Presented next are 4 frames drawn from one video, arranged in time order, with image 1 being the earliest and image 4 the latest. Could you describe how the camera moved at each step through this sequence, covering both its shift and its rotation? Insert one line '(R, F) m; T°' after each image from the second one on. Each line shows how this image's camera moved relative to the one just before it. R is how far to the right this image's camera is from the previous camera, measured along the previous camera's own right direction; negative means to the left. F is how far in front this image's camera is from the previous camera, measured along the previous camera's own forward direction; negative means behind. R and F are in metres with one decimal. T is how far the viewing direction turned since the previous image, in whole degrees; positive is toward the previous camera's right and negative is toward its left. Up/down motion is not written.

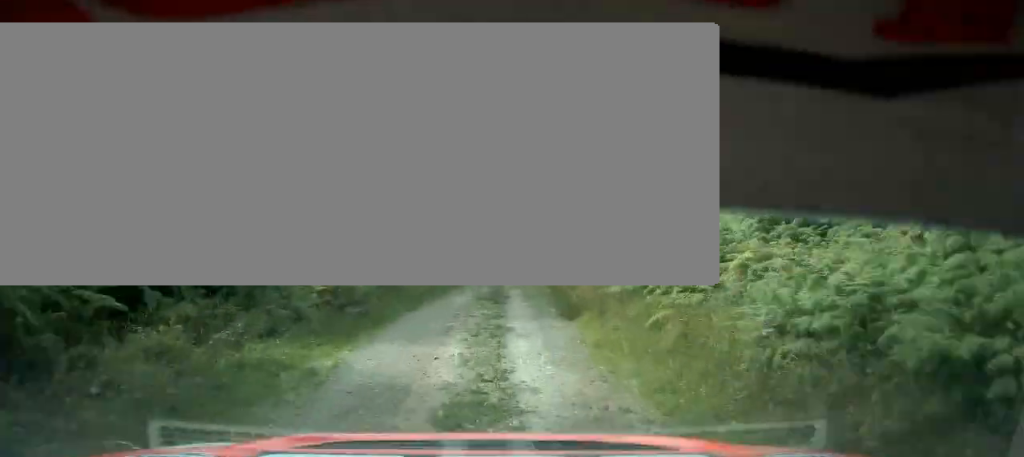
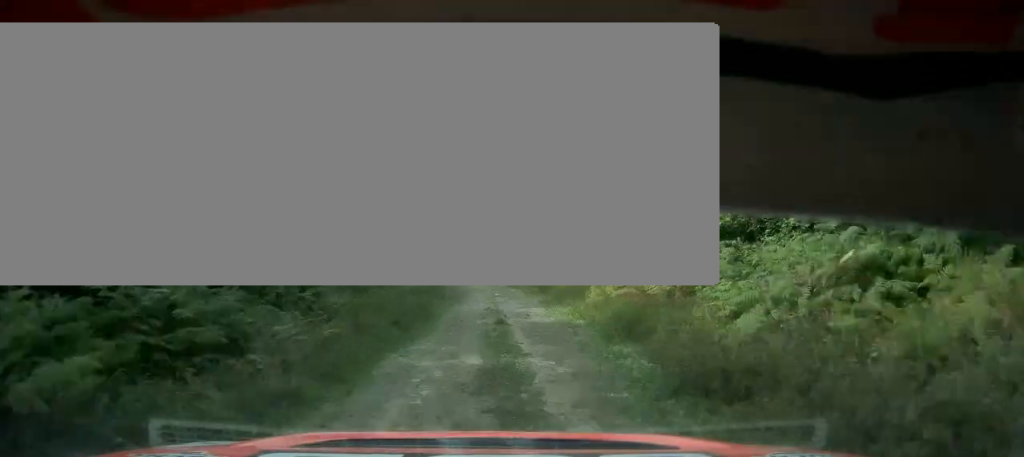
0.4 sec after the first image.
(+1.0, +13.2) m; -5°
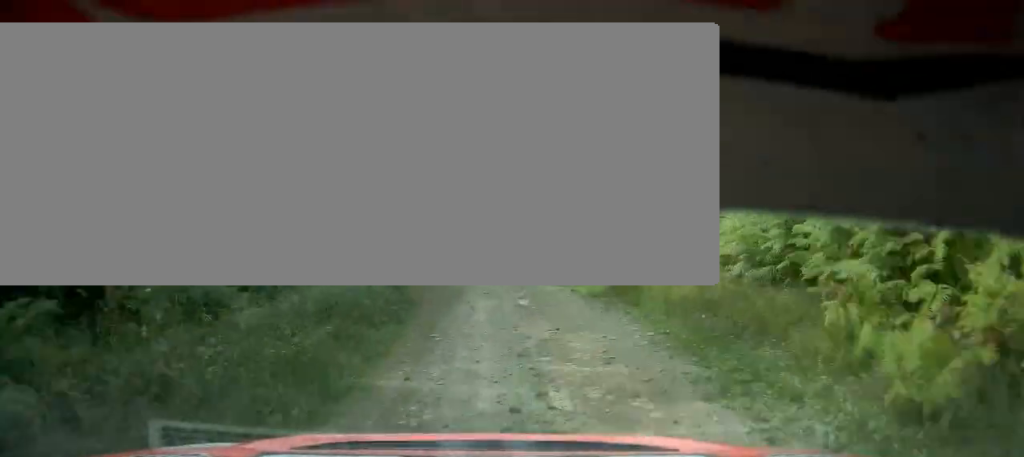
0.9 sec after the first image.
(-2.2, +12.5) m; -7°
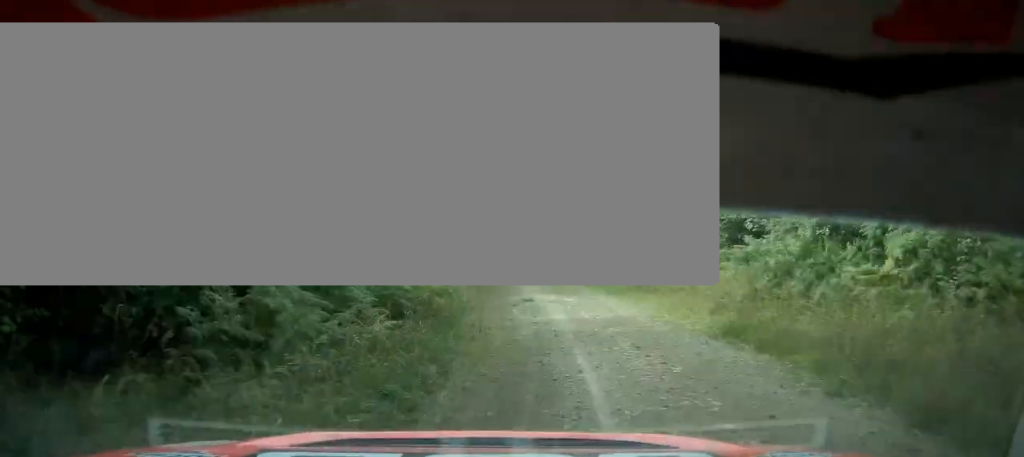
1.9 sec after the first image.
(-4.3, +29.3) m; -14°
